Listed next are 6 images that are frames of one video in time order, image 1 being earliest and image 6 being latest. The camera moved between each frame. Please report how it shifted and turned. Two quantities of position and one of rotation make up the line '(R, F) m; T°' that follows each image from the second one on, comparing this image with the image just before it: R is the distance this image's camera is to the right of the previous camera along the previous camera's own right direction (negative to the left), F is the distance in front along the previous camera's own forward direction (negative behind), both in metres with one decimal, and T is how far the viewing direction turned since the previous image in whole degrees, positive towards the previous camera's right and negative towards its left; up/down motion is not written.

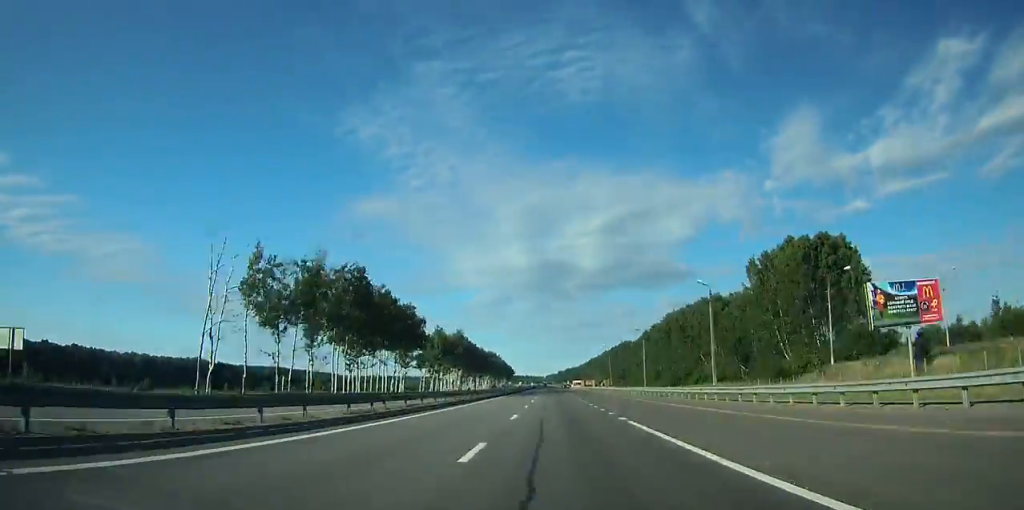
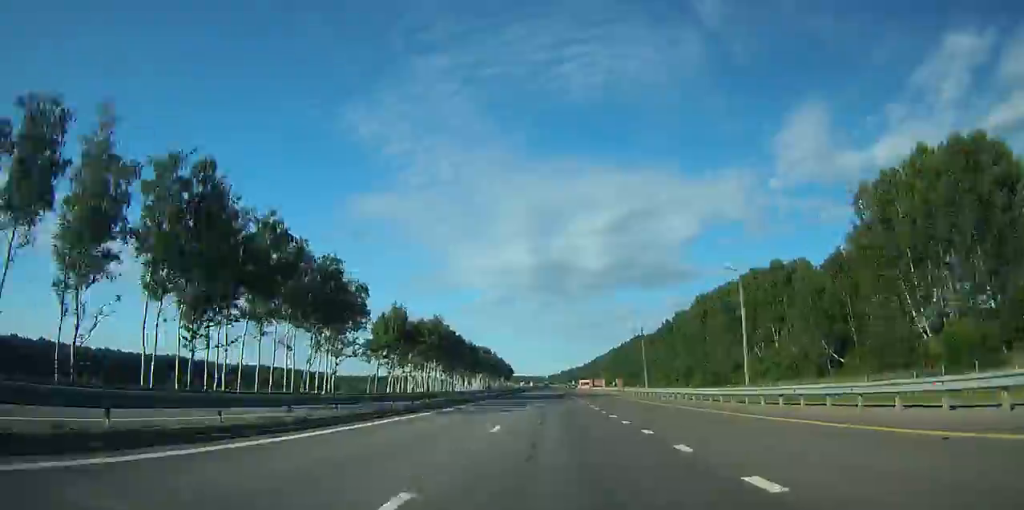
(0.0, +37.7) m; 0°
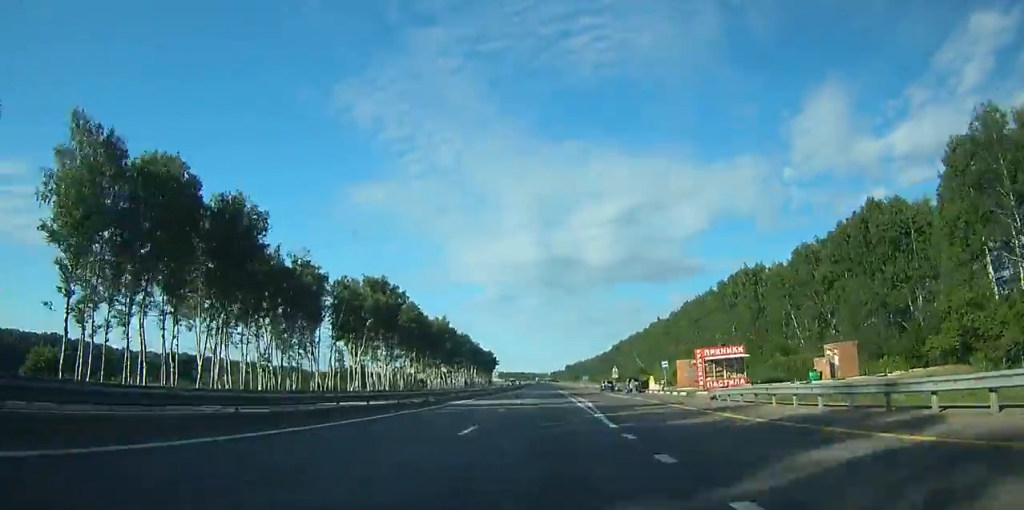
(-0.7, +173.2) m; +5°
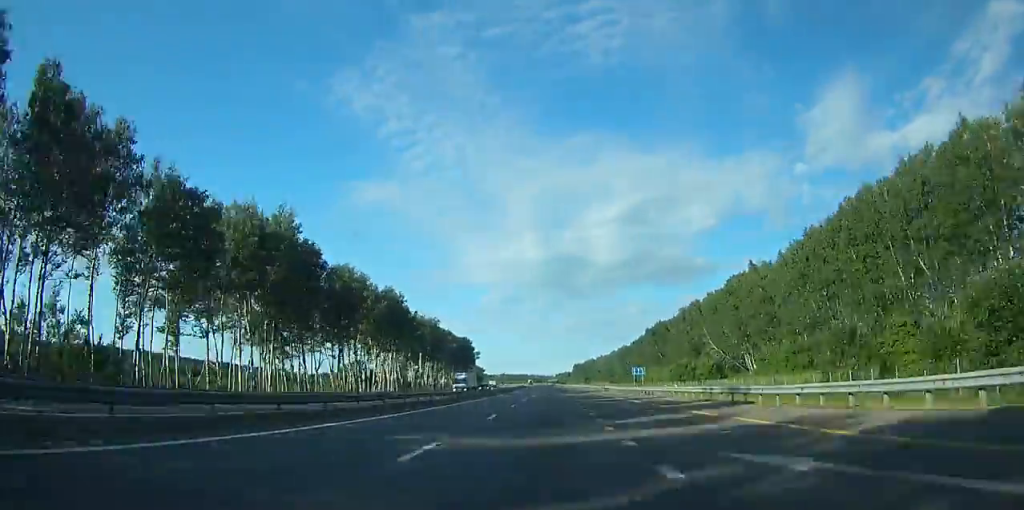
(+13.5, +105.4) m; -5°
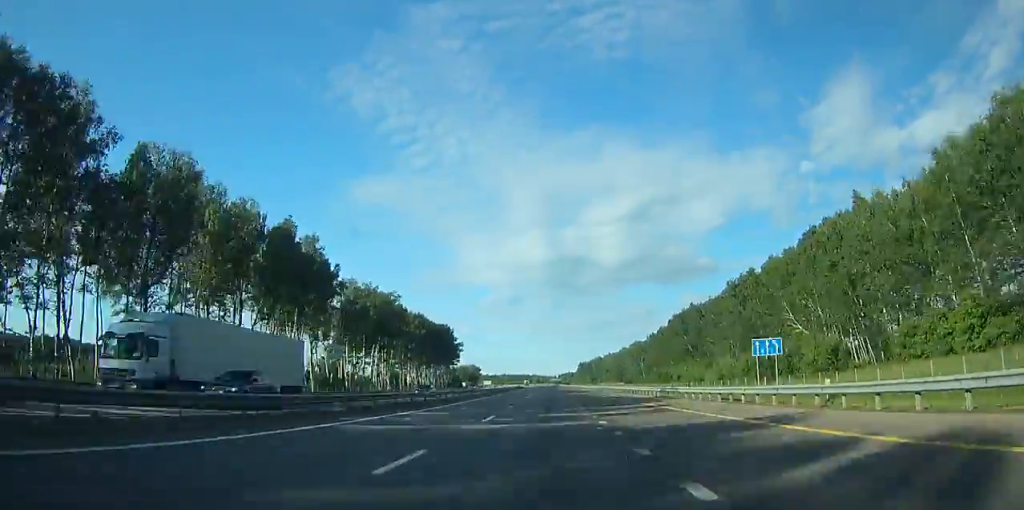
(-9.4, +51.7) m; -5°
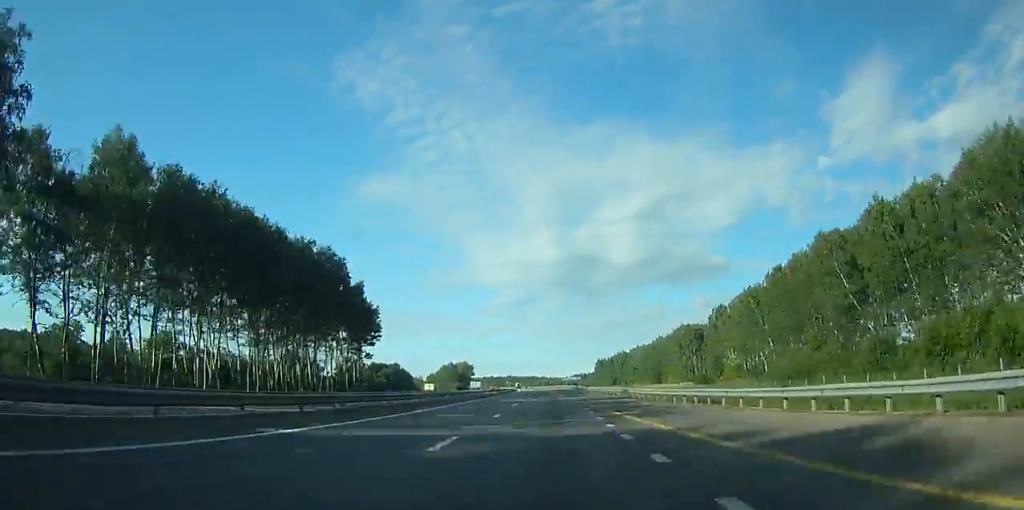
(-10.6, +114.3) m; -2°
